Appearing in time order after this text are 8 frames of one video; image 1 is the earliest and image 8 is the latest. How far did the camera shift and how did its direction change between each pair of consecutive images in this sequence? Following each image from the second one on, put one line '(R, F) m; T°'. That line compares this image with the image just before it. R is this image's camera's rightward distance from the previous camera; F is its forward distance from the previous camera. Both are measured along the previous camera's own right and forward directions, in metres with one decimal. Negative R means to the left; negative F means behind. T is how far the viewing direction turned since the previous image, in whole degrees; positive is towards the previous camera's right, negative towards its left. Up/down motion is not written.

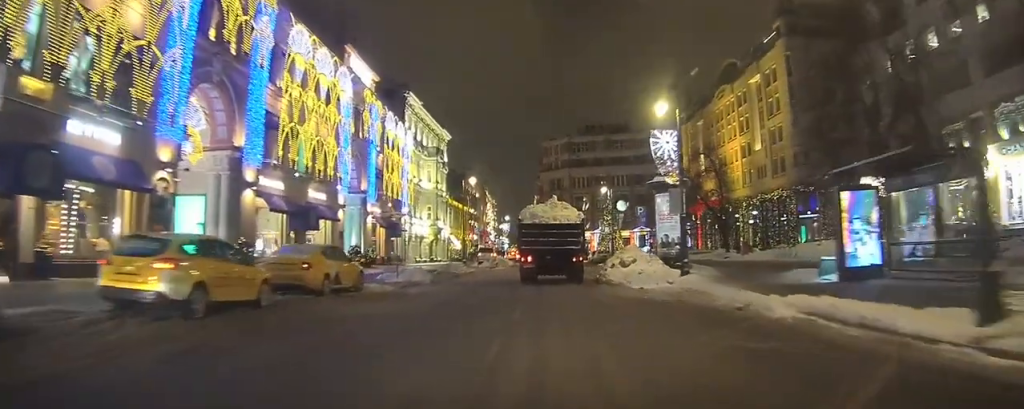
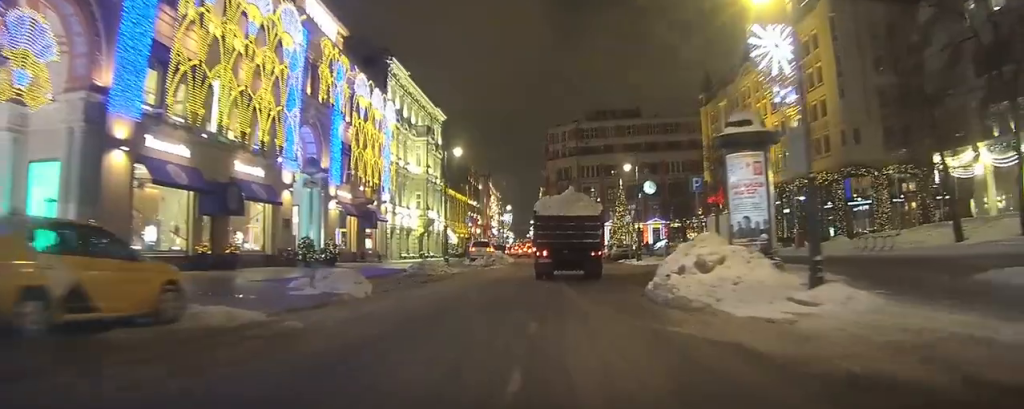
(-0.5, +10.9) m; -6°
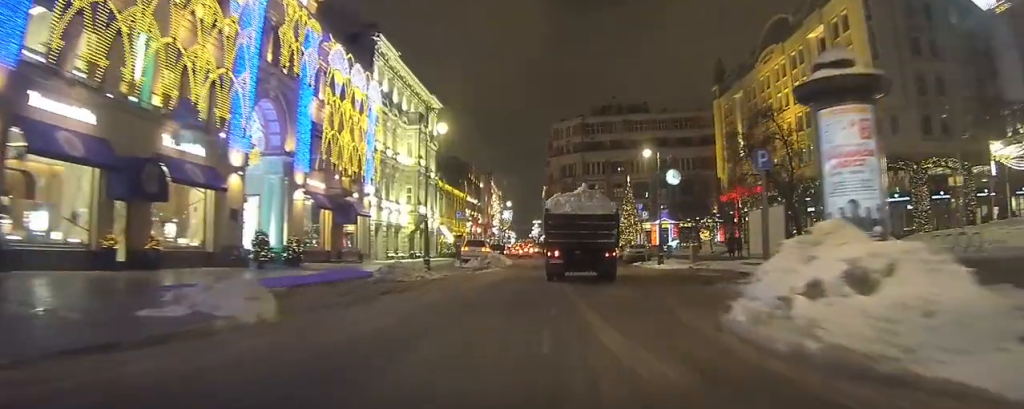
(-0.2, +6.5) m; 0°
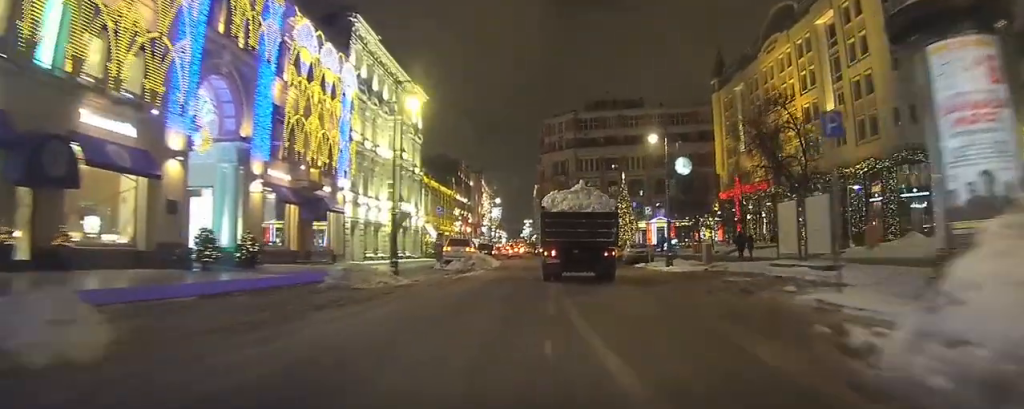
(0.0, +4.6) m; +1°
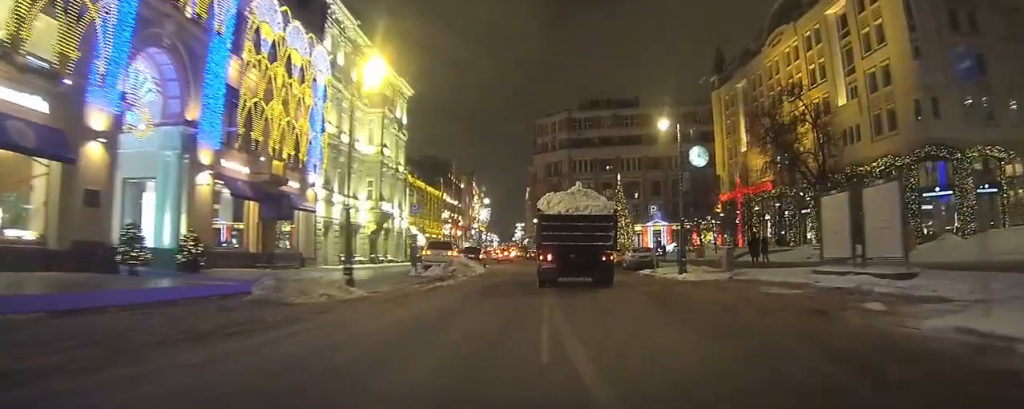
(+0.1, +4.6) m; +1°
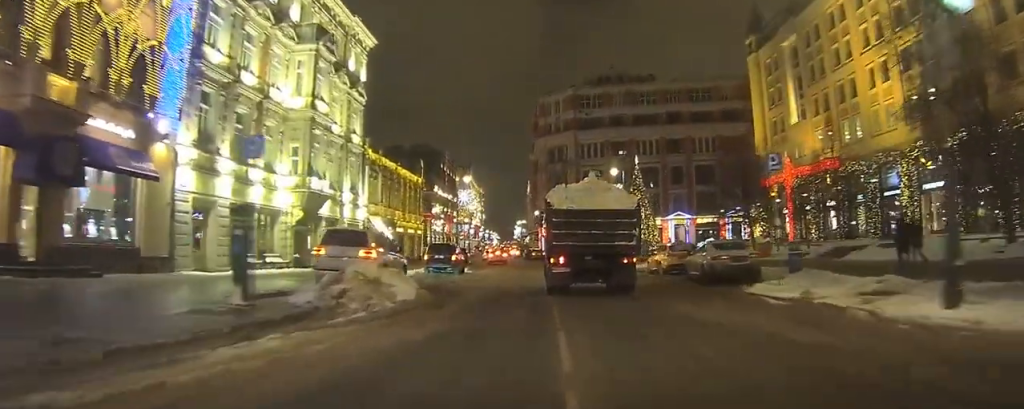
(+0.2, +17.8) m; +1°
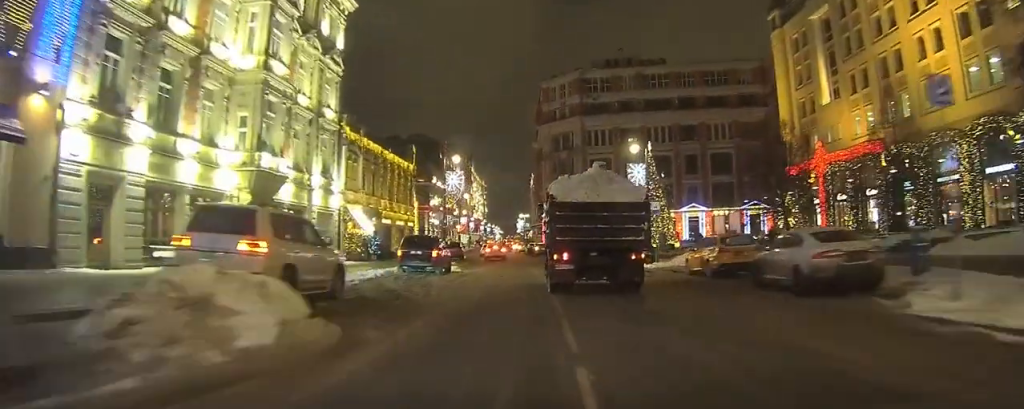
(+0.1, +7.8) m; -1°
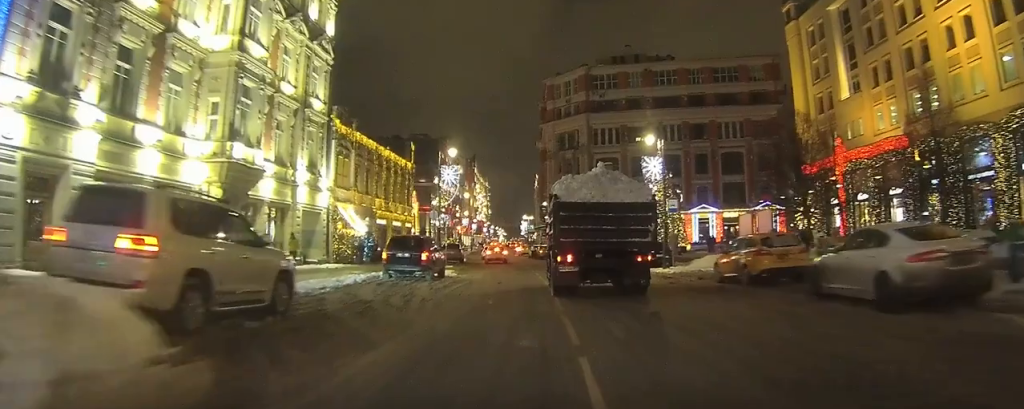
(0.0, +3.6) m; 0°
